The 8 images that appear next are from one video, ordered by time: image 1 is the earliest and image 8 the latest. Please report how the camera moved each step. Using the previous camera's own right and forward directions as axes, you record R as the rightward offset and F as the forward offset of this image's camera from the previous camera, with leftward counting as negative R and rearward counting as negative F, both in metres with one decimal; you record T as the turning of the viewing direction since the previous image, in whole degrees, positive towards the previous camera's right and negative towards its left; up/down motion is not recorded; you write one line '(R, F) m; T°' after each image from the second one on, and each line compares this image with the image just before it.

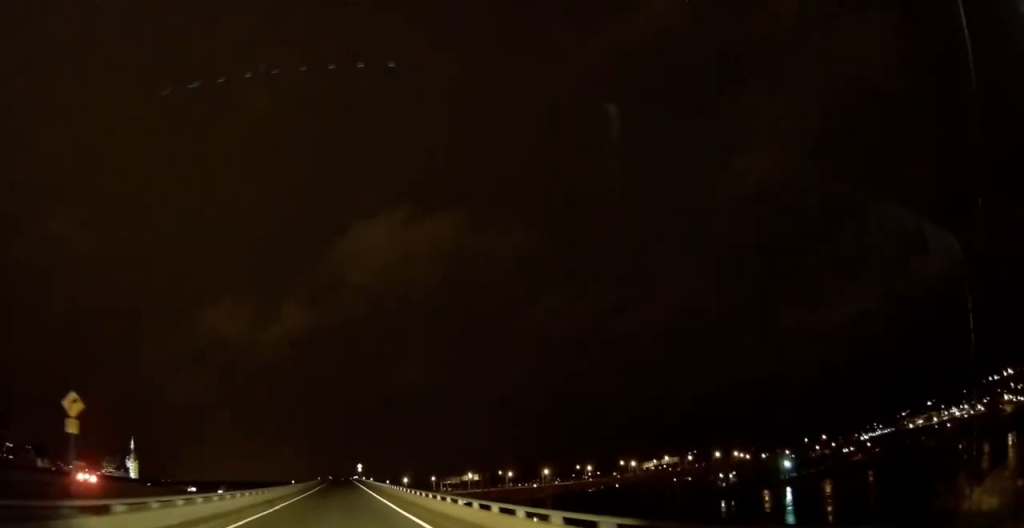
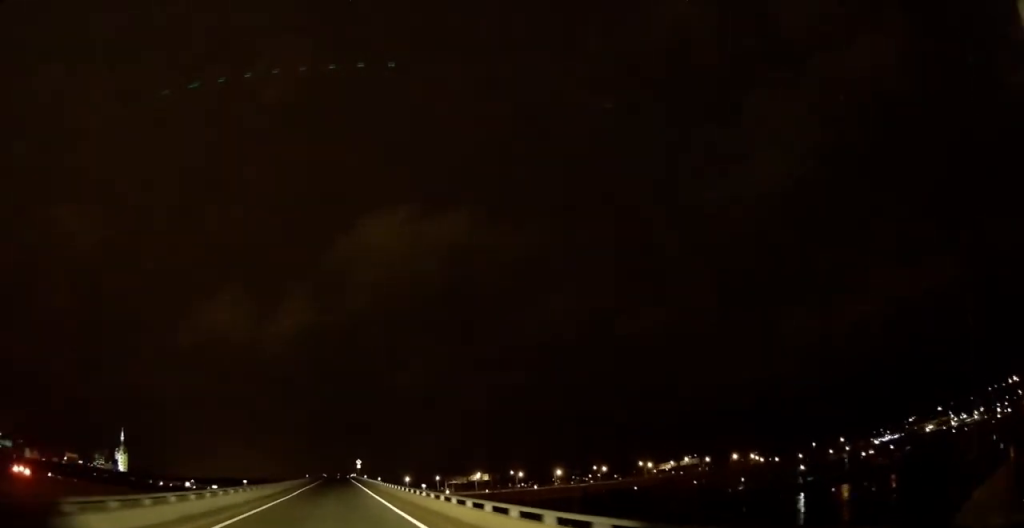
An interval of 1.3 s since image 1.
(+0.4, +25.4) m; +1°
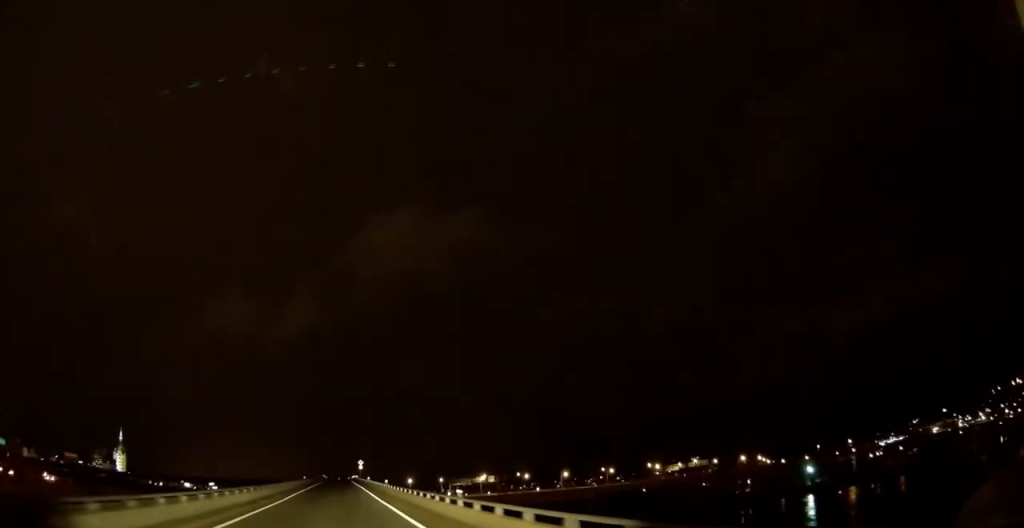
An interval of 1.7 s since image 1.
(0.0, +8.0) m; 0°
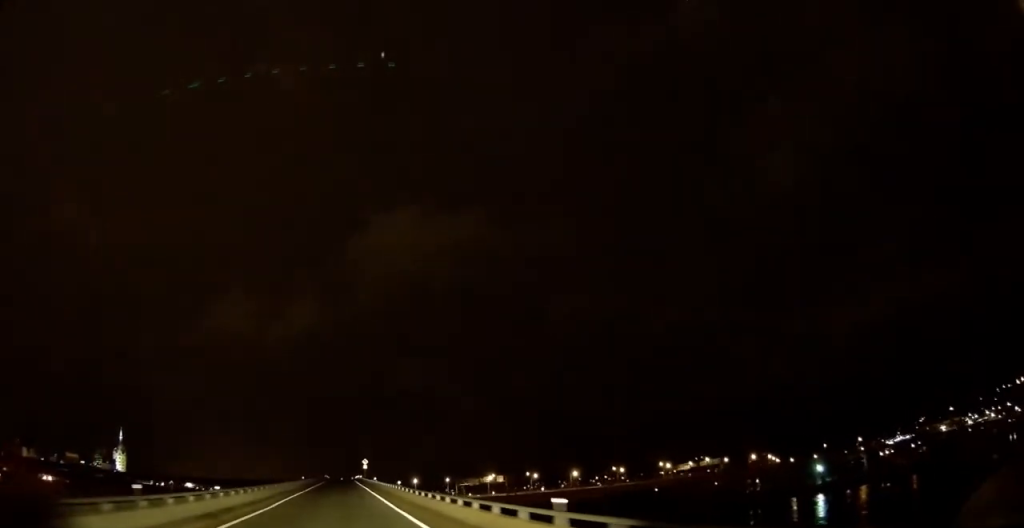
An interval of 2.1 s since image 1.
(0.0, +8.7) m; 0°
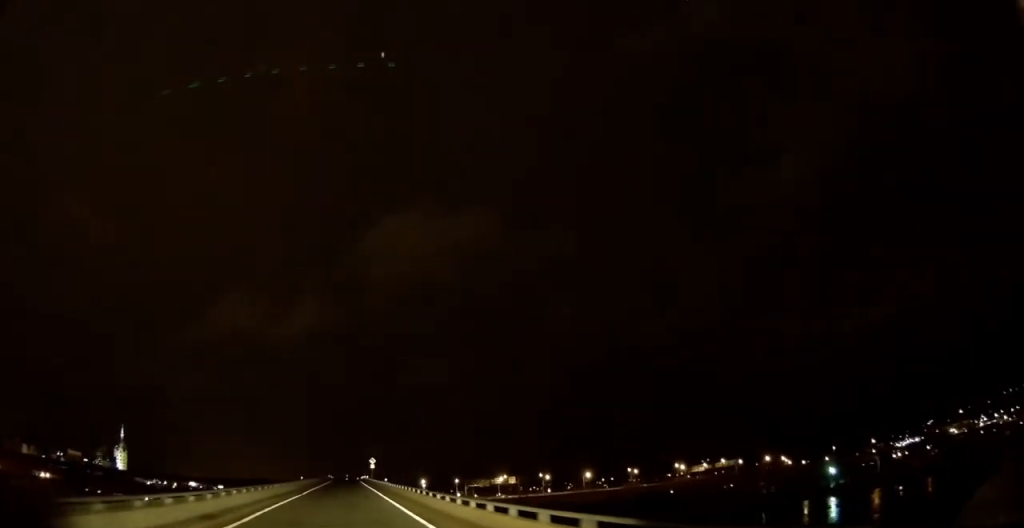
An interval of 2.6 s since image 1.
(0.0, +10.0) m; 0°
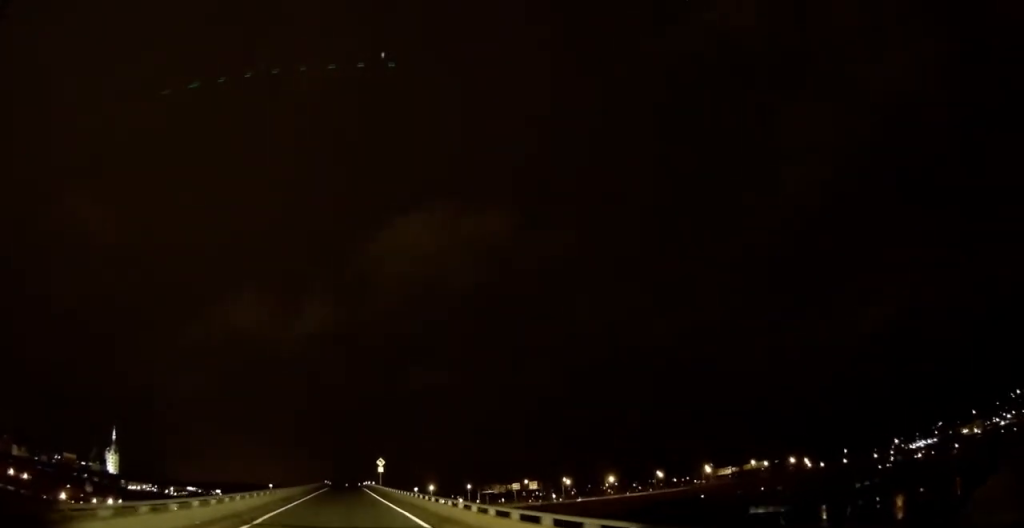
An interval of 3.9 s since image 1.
(0.0, +25.3) m; 0°
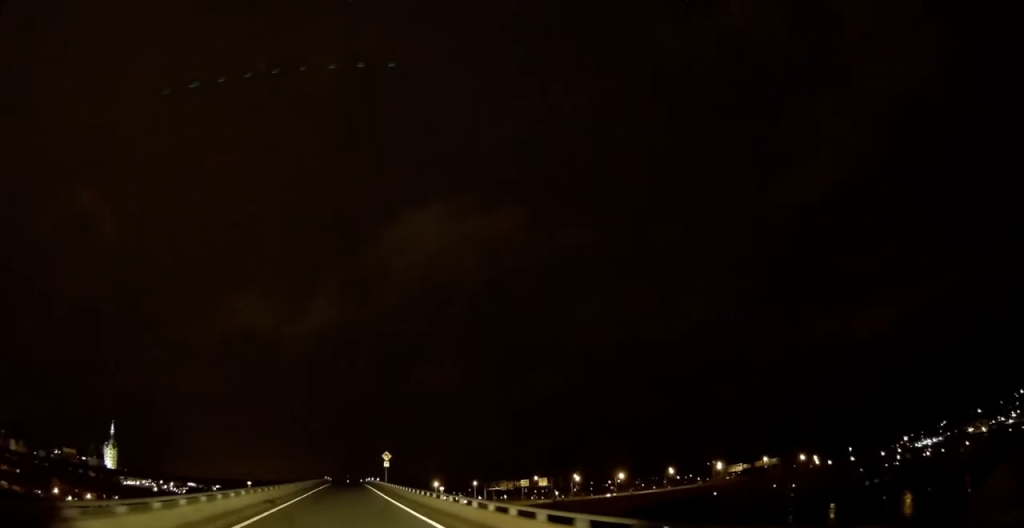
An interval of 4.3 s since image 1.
(+0.1, +8.6) m; 0°
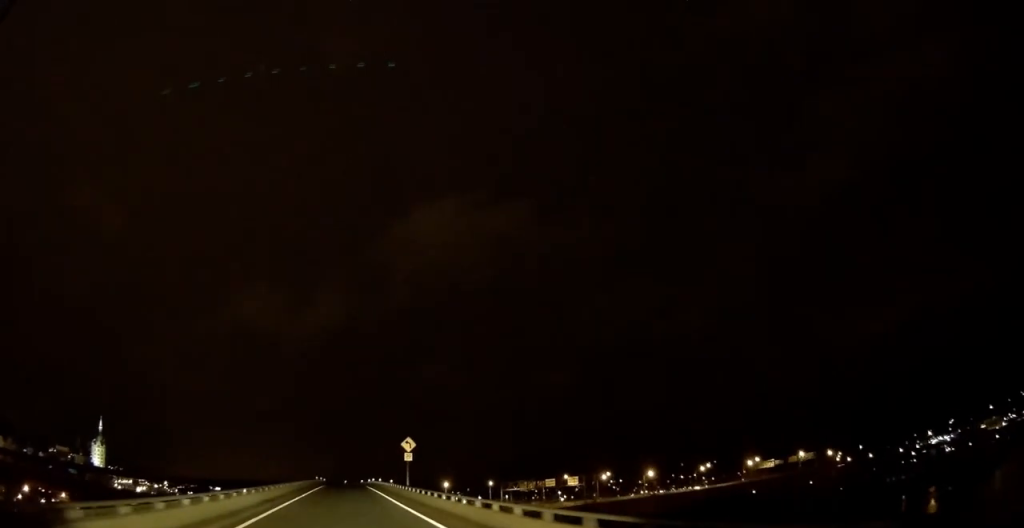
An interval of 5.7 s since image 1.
(-0.2, +27.8) m; 0°
